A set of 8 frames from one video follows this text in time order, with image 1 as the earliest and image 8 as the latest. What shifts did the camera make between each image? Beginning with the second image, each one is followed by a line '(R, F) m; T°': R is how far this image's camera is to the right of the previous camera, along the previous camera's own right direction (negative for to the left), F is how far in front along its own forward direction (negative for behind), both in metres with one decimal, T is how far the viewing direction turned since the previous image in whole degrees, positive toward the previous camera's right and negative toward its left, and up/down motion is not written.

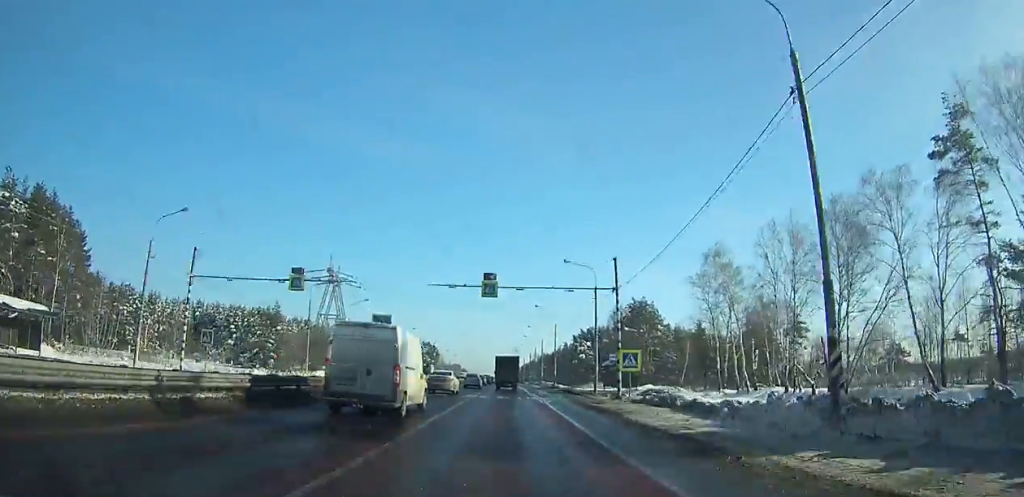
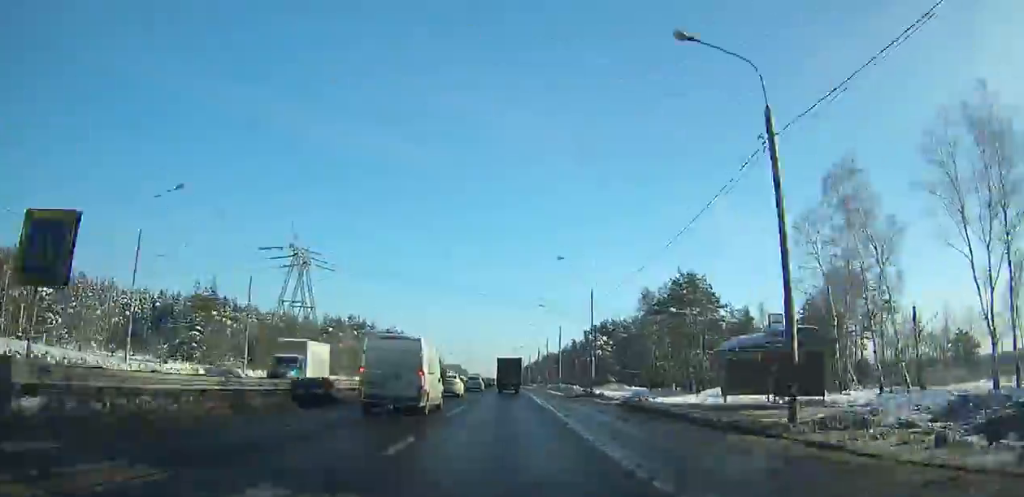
(0.0, +30.9) m; 0°
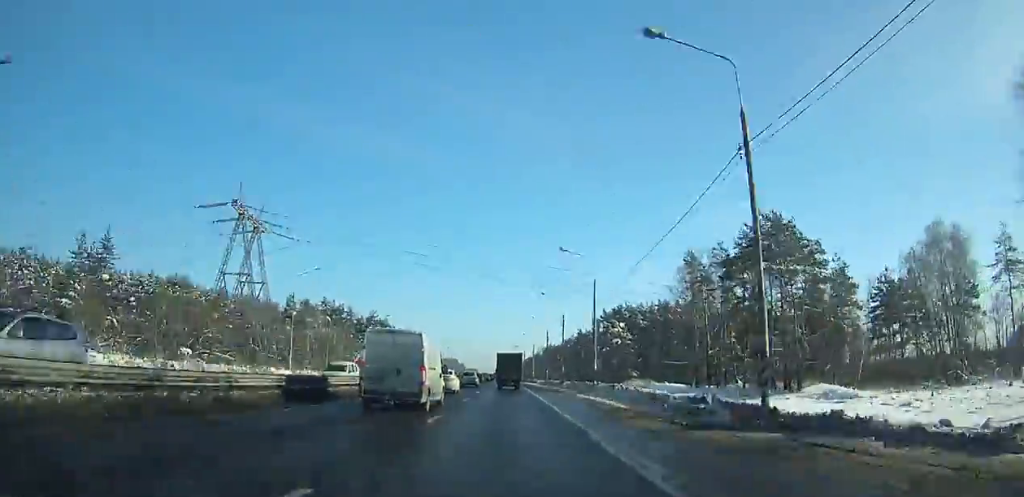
(+0.3, +29.2) m; -1°
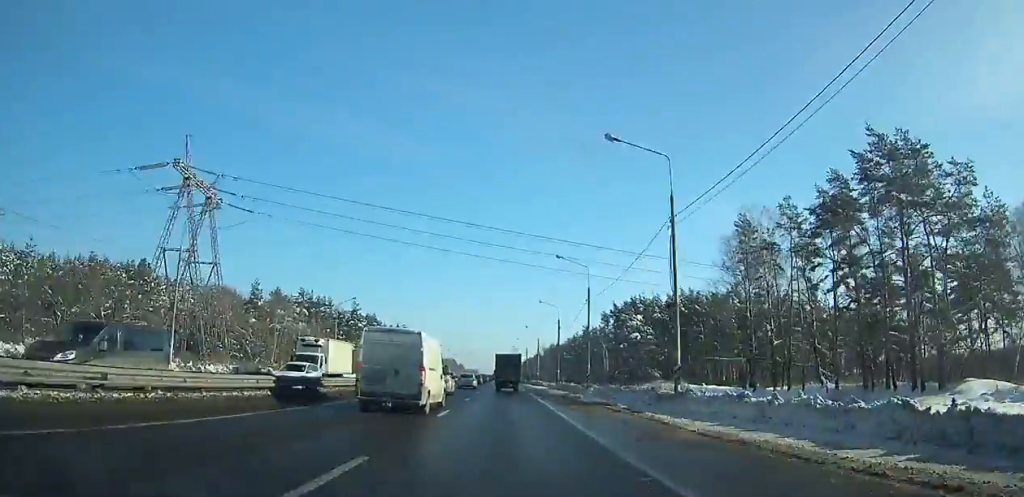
(-0.3, +21.0) m; 0°
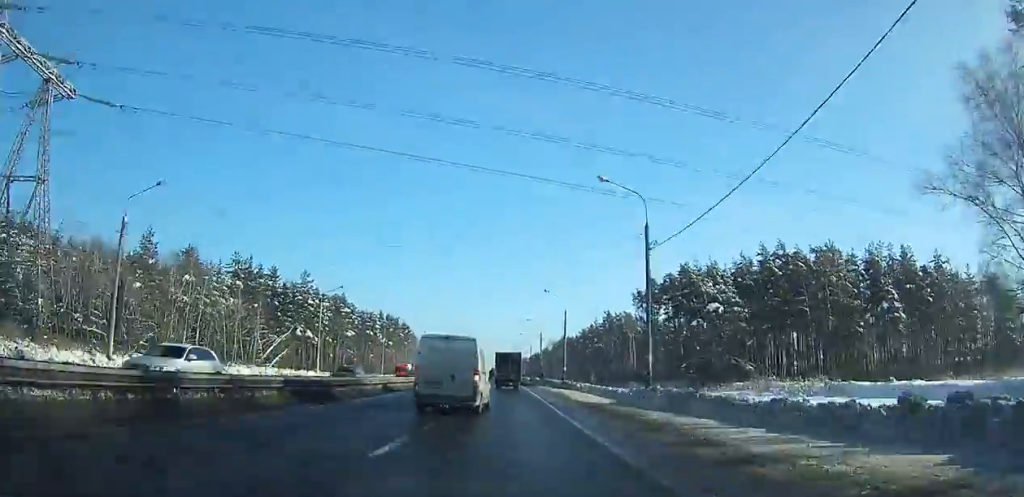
(-0.5, +44.7) m; 0°
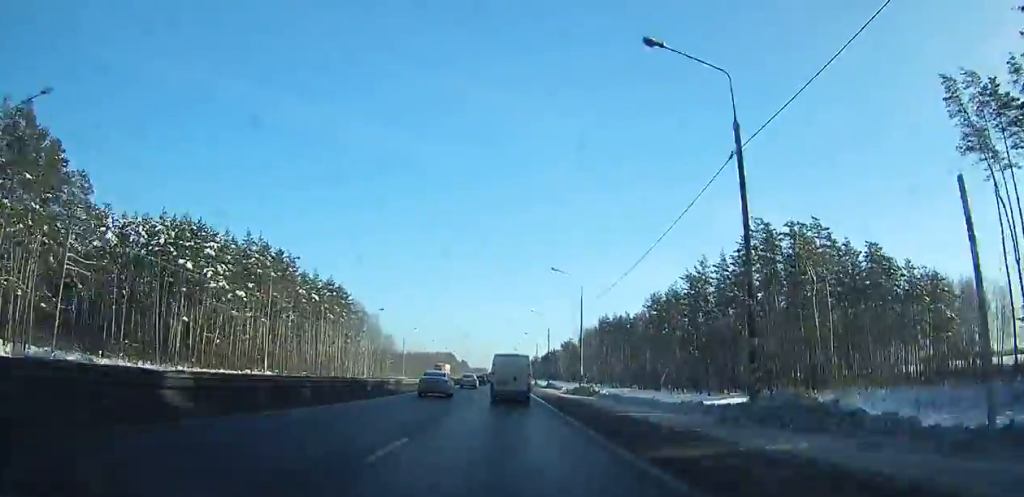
(0.0, +127.7) m; 0°
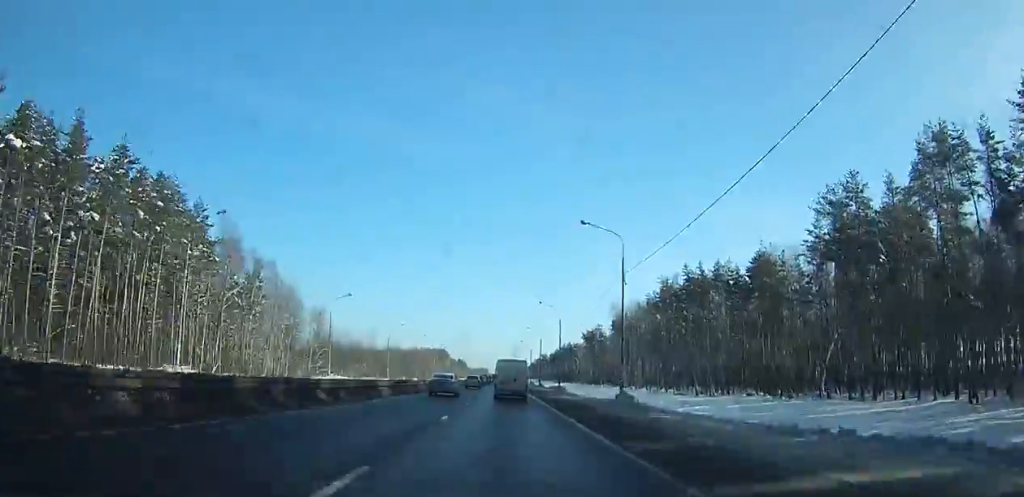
(+0.5, +89.8) m; 0°
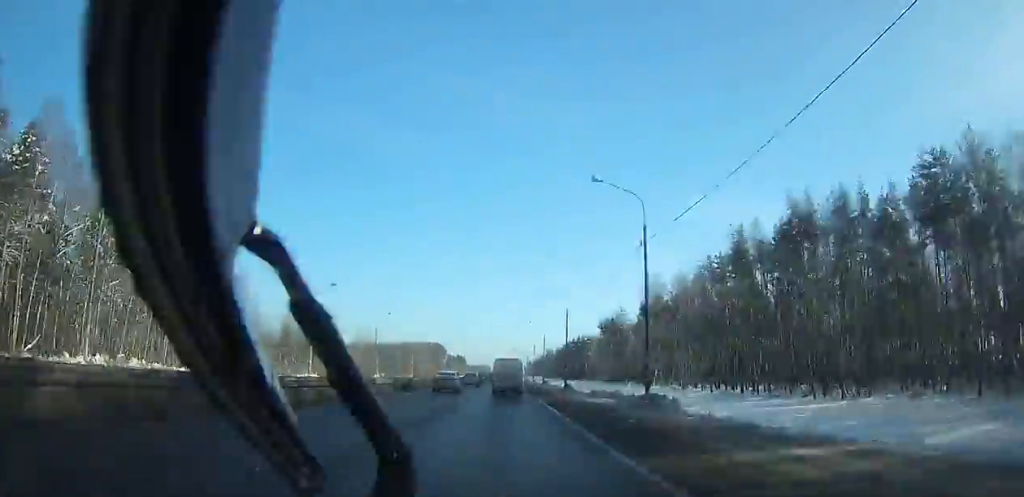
(0.0, +42.7) m; 0°
